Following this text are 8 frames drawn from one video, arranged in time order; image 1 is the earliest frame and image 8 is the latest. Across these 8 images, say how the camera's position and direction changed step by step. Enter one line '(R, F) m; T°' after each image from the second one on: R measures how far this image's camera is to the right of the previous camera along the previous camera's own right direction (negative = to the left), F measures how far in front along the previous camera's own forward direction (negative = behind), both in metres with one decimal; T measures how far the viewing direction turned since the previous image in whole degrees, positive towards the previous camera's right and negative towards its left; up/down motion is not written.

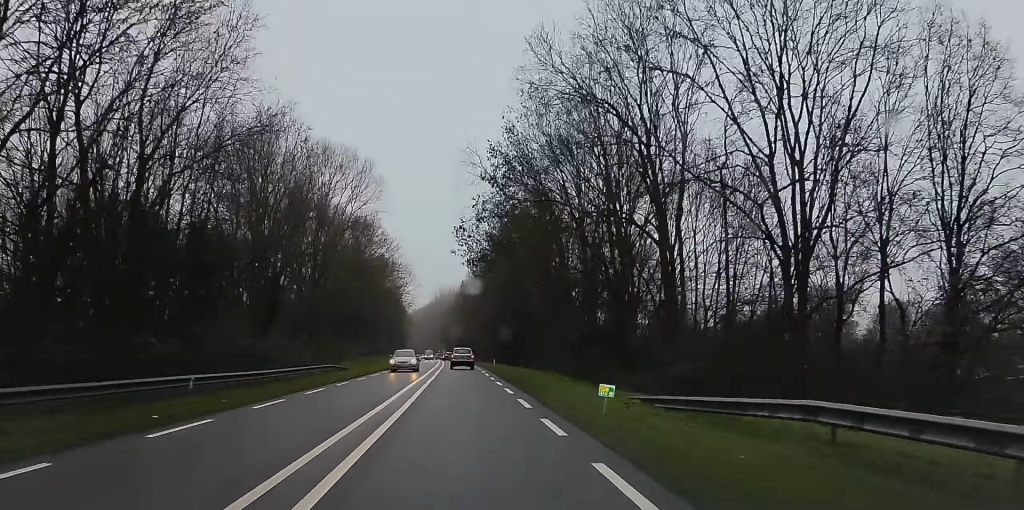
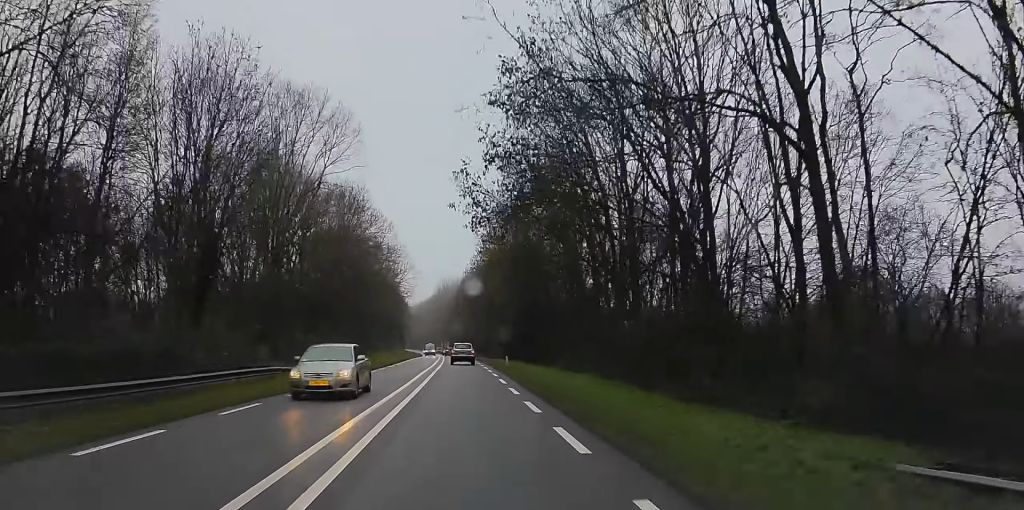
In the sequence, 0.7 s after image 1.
(0.0, +14.4) m; 0°
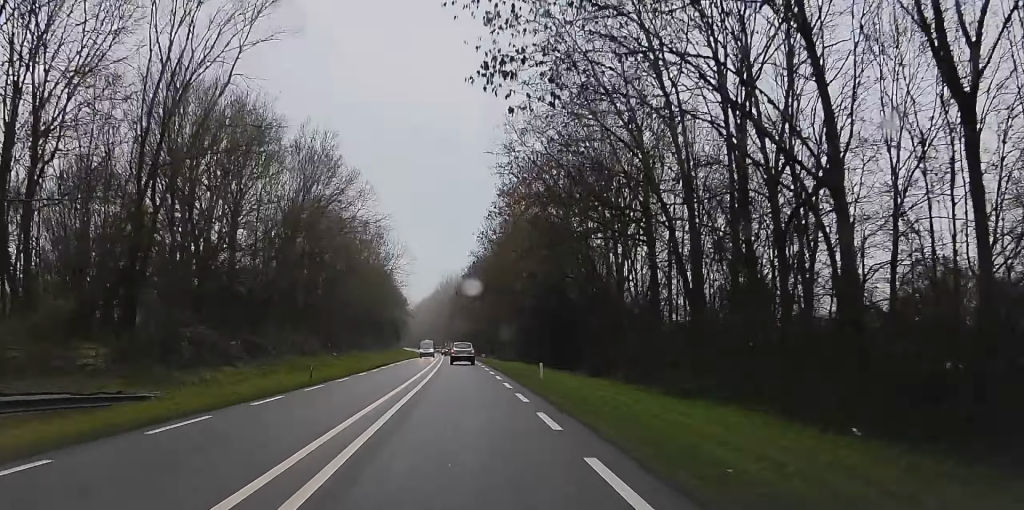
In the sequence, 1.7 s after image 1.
(0.0, +21.3) m; 0°
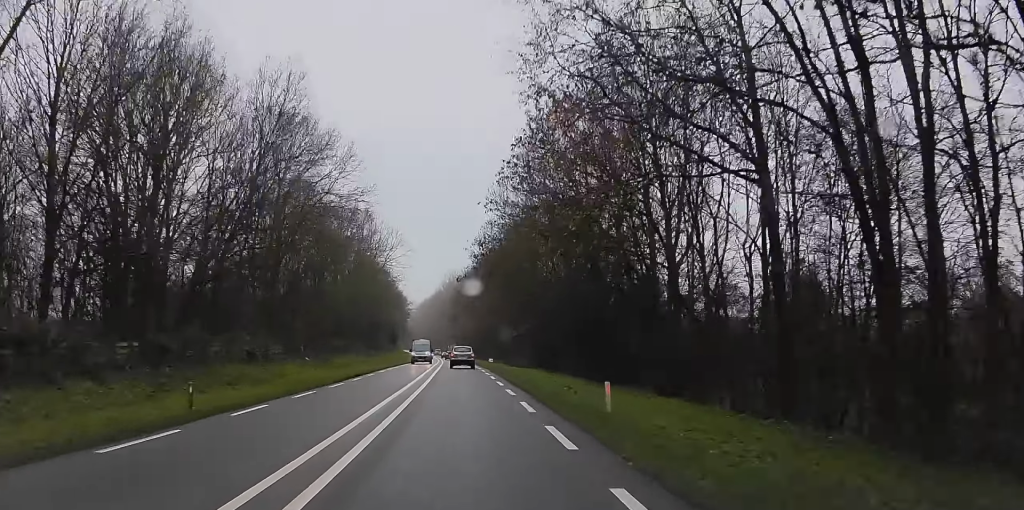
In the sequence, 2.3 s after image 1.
(0.0, +13.7) m; 0°
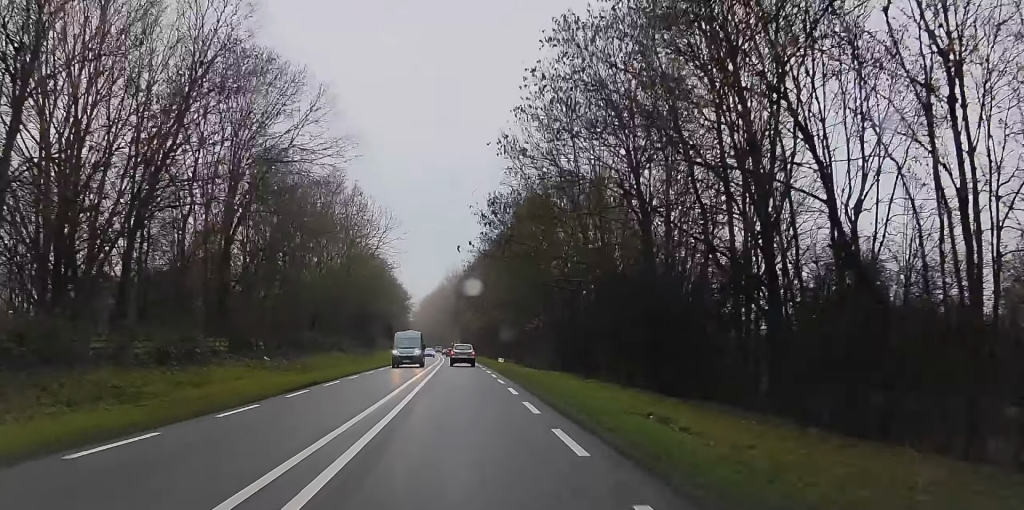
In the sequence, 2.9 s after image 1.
(+0.1, +13.0) m; -1°
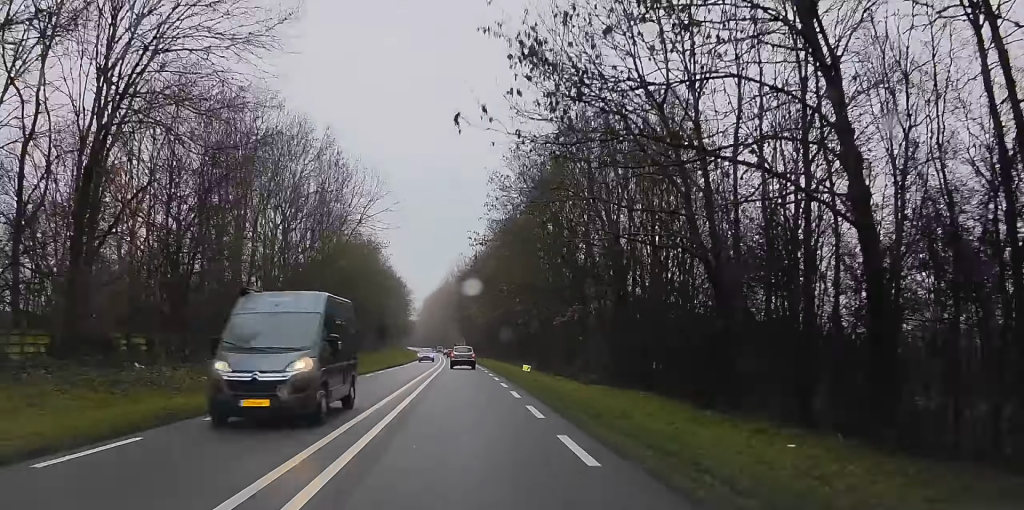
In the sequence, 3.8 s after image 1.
(-0.1, +18.2) m; -1°
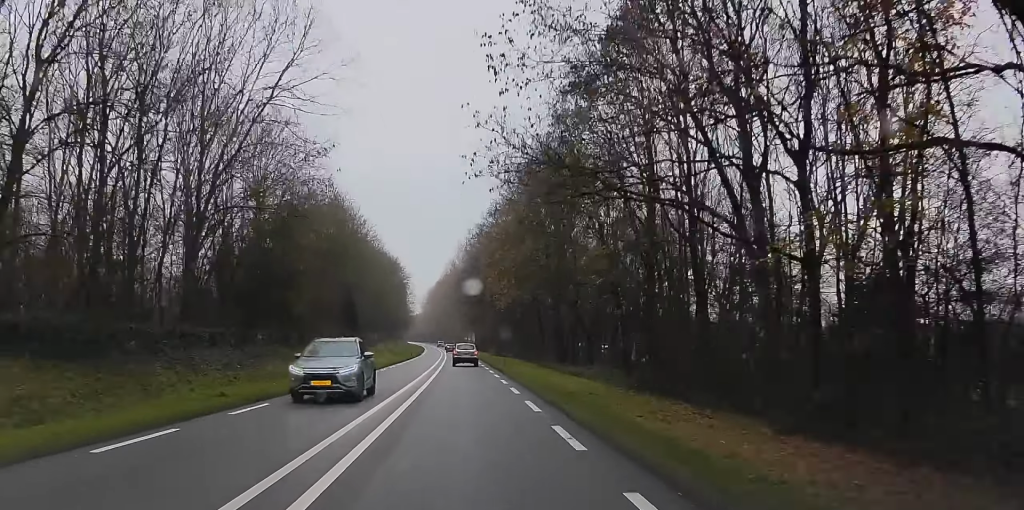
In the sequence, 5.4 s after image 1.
(-0.6, +34.9) m; 0°
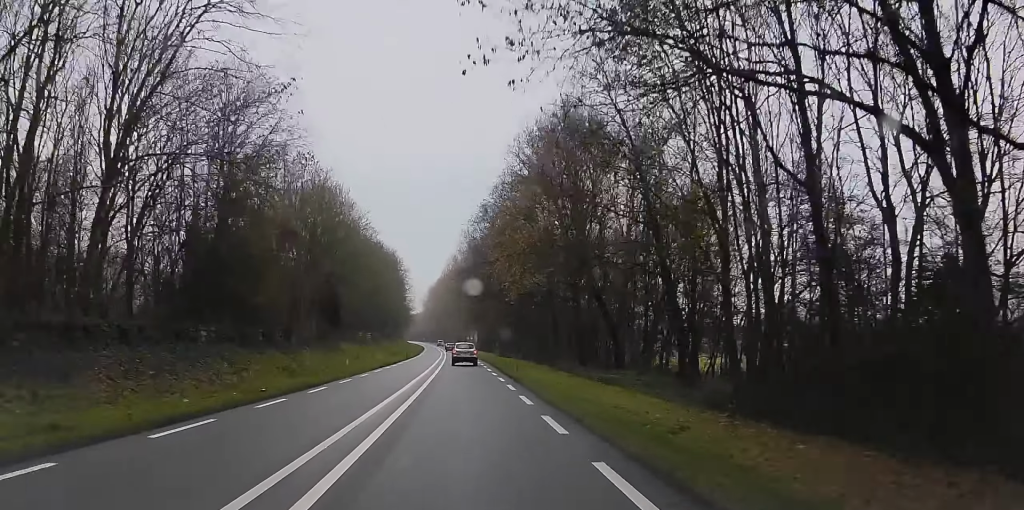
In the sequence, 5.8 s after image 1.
(+0.2, +10.5) m; 0°
